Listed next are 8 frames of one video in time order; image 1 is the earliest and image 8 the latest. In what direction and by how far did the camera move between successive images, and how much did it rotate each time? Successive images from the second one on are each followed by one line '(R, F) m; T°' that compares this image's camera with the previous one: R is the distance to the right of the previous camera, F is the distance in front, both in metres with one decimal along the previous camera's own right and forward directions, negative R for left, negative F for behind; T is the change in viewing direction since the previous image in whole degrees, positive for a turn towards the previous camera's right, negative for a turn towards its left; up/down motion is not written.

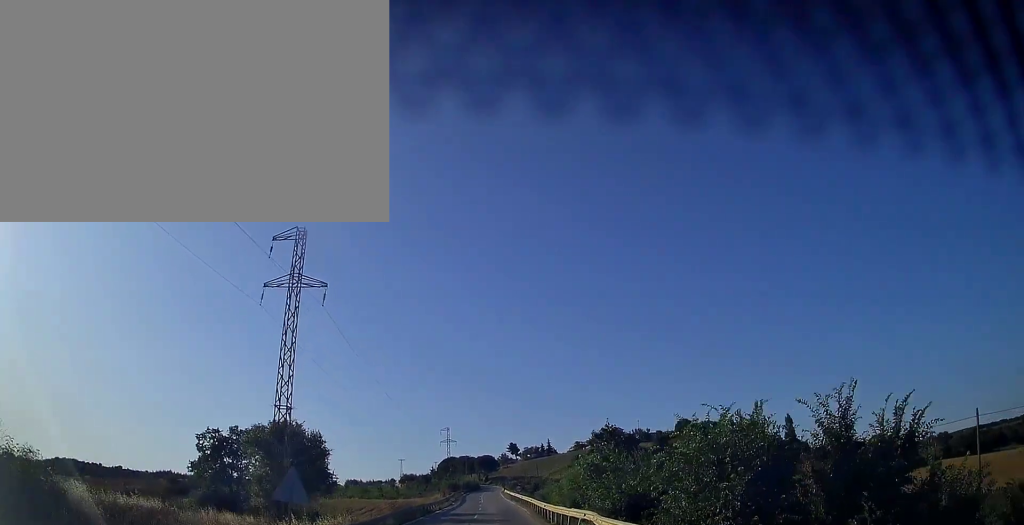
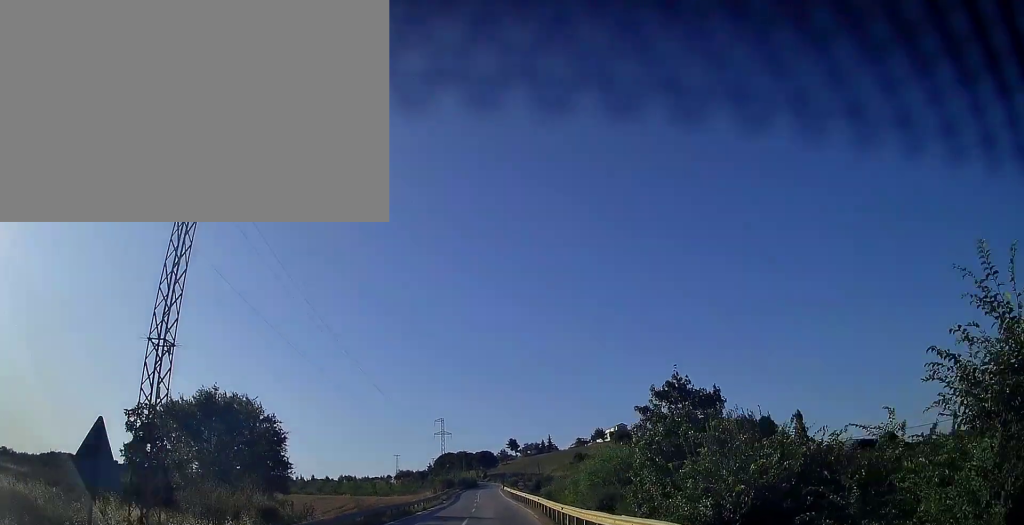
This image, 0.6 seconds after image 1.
(0.0, +10.4) m; -1°
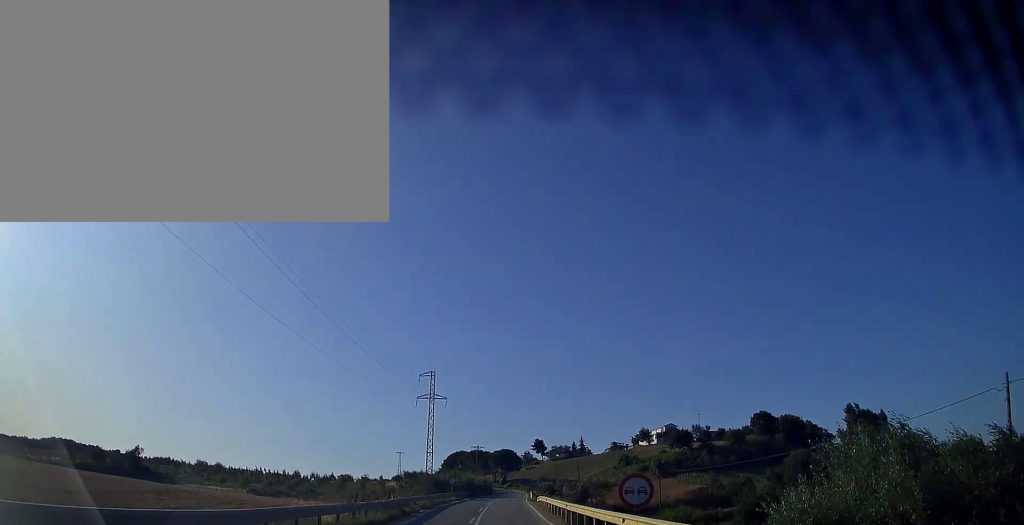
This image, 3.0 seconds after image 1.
(-0.5, +45.1) m; -1°
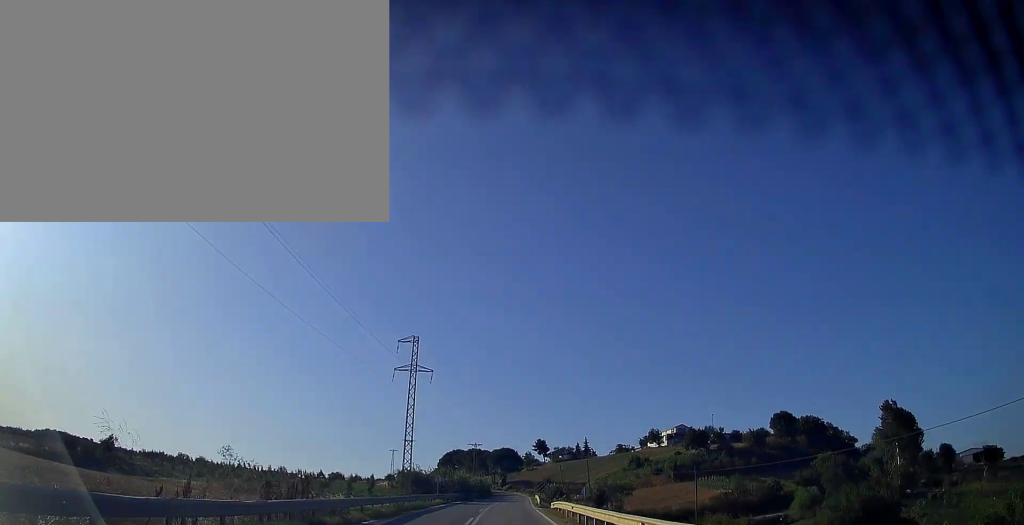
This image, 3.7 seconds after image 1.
(-0.1, +13.9) m; 0°
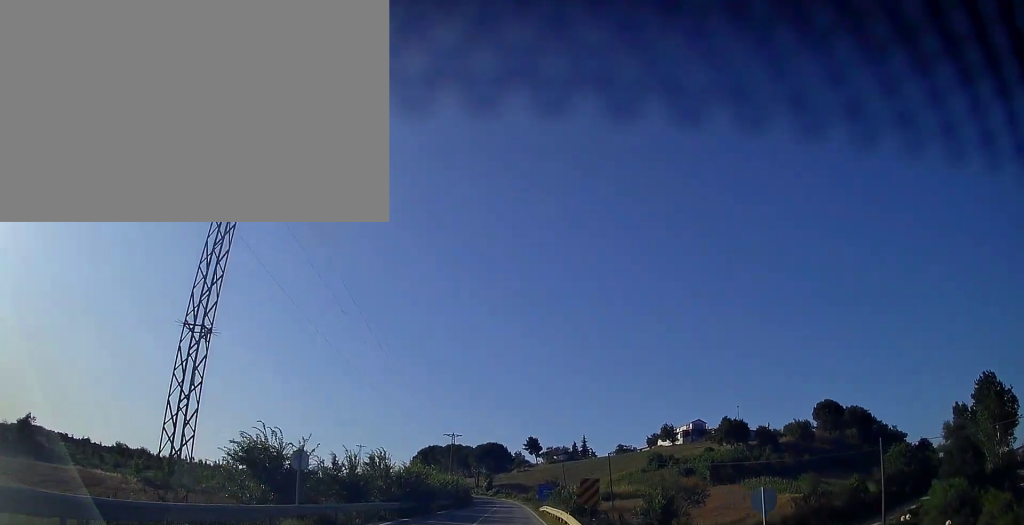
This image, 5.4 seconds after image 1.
(0.0, +32.2) m; 0°
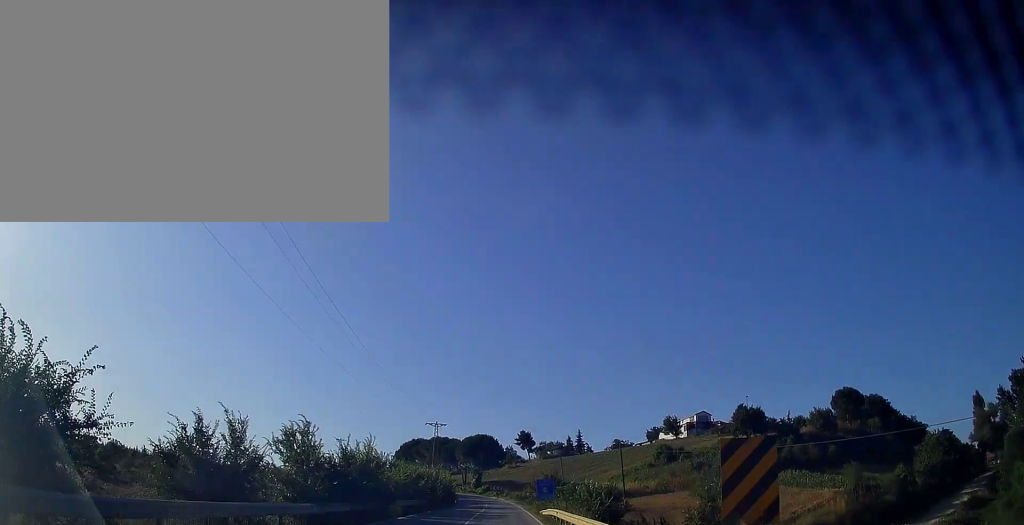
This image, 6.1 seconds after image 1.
(0.0, +13.1) m; +1°
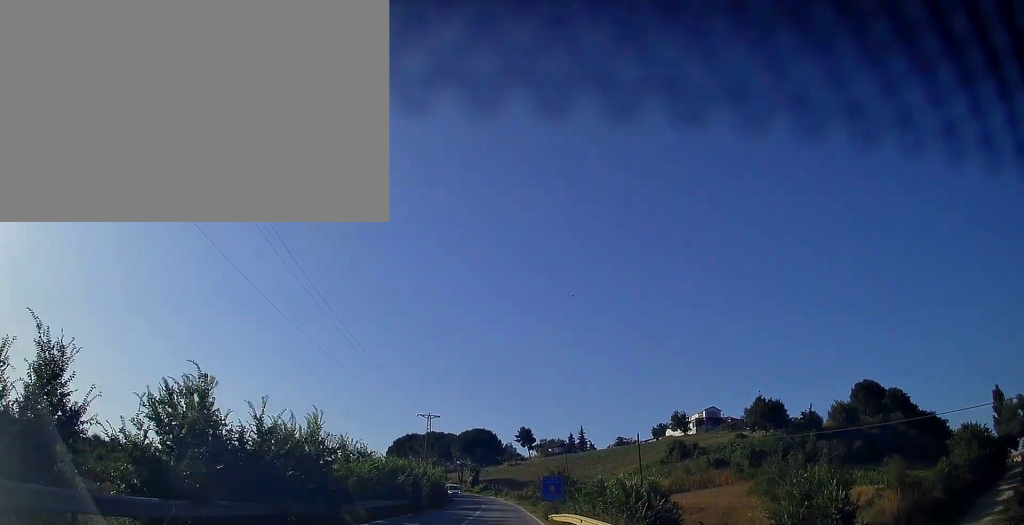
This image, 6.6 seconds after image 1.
(-0.1, +8.7) m; +1°
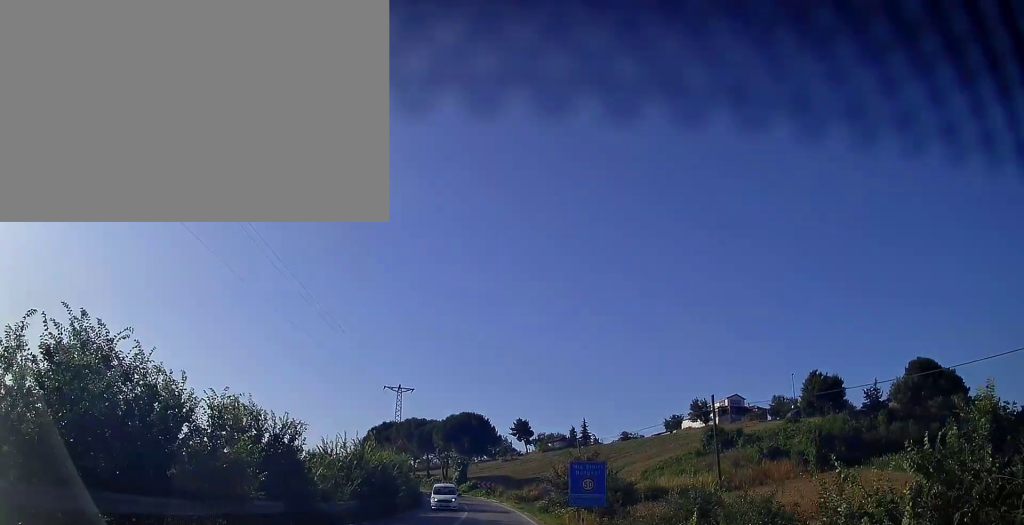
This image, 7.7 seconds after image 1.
(+0.4, +21.1) m; +1°
